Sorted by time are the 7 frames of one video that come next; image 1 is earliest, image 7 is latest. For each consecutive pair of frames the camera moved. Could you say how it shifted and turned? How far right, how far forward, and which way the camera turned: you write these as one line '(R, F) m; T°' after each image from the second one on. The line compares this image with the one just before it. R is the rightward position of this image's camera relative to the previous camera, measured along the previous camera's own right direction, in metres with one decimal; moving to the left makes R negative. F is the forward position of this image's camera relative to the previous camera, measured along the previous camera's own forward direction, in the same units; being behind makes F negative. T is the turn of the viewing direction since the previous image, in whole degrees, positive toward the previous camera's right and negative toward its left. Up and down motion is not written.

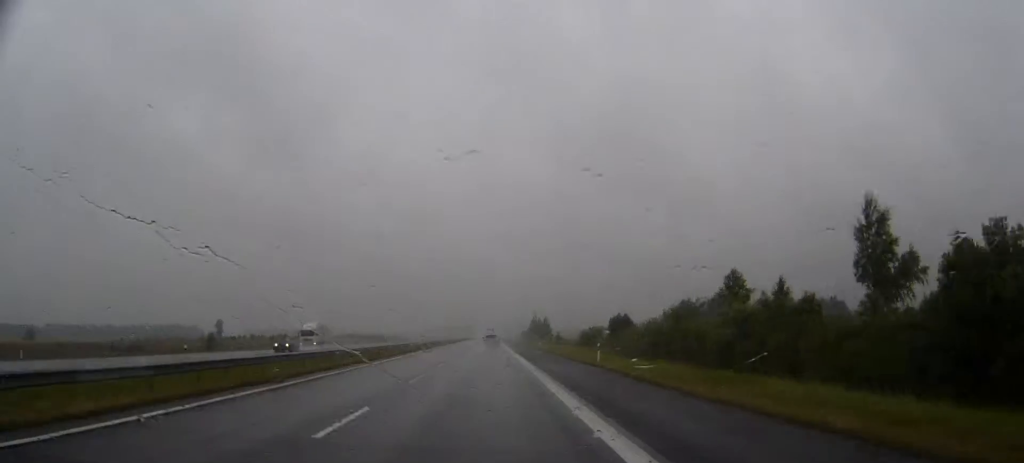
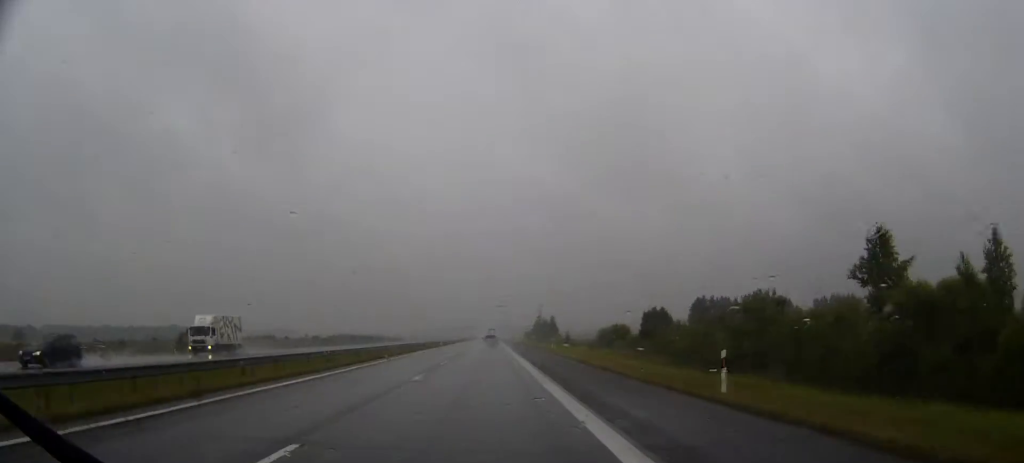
(0.0, +20.6) m; 0°
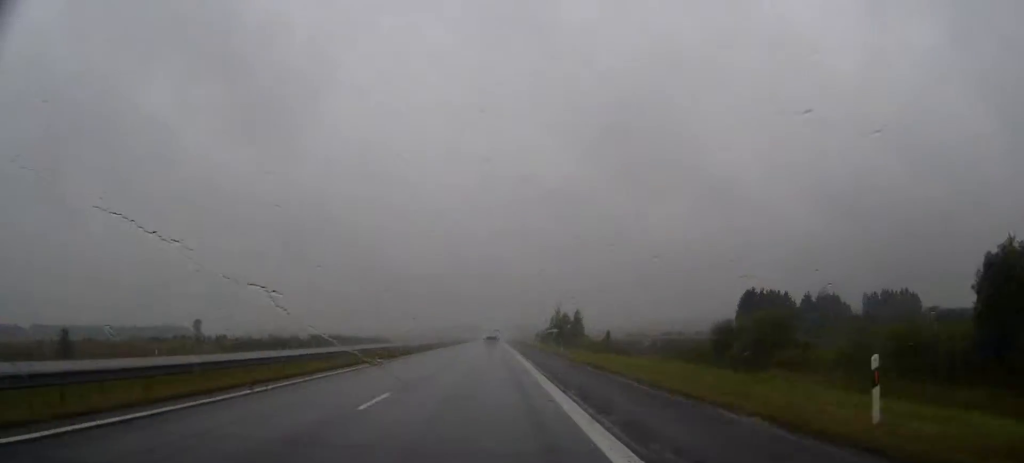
(-0.3, +55.2) m; 0°
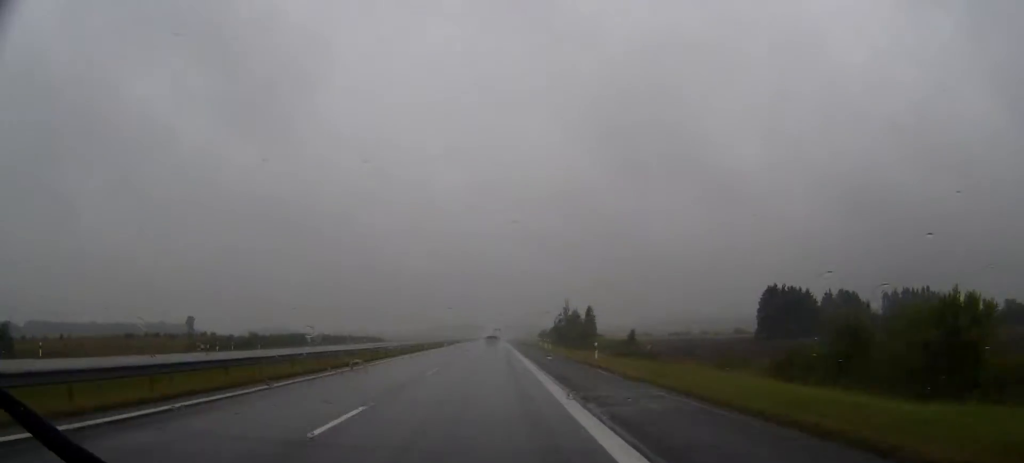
(0.0, +19.7) m; 0°
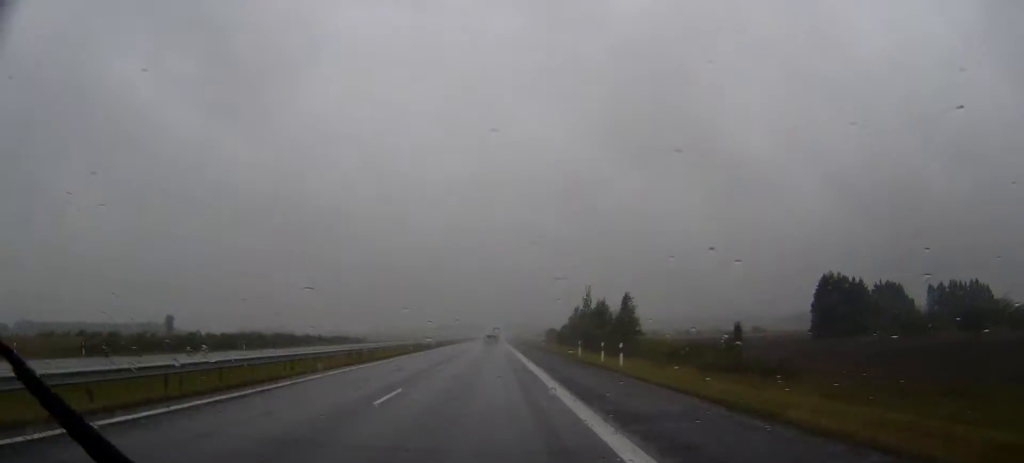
(+0.1, +43.1) m; 0°
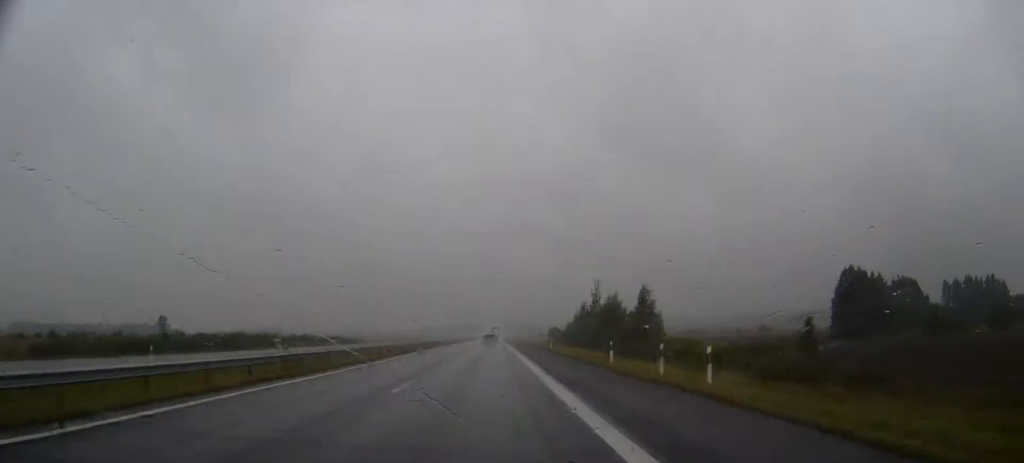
(0.0, +13.1) m; 0°
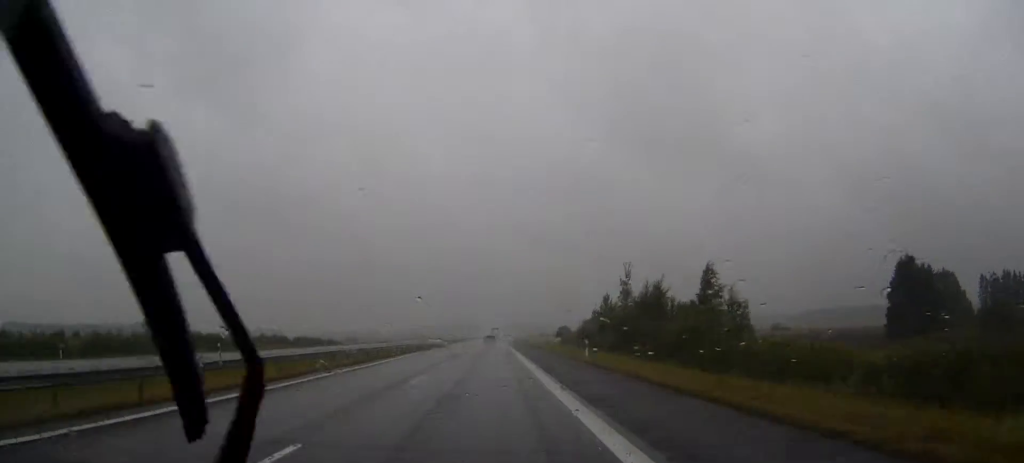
(0.0, +28.1) m; 0°
